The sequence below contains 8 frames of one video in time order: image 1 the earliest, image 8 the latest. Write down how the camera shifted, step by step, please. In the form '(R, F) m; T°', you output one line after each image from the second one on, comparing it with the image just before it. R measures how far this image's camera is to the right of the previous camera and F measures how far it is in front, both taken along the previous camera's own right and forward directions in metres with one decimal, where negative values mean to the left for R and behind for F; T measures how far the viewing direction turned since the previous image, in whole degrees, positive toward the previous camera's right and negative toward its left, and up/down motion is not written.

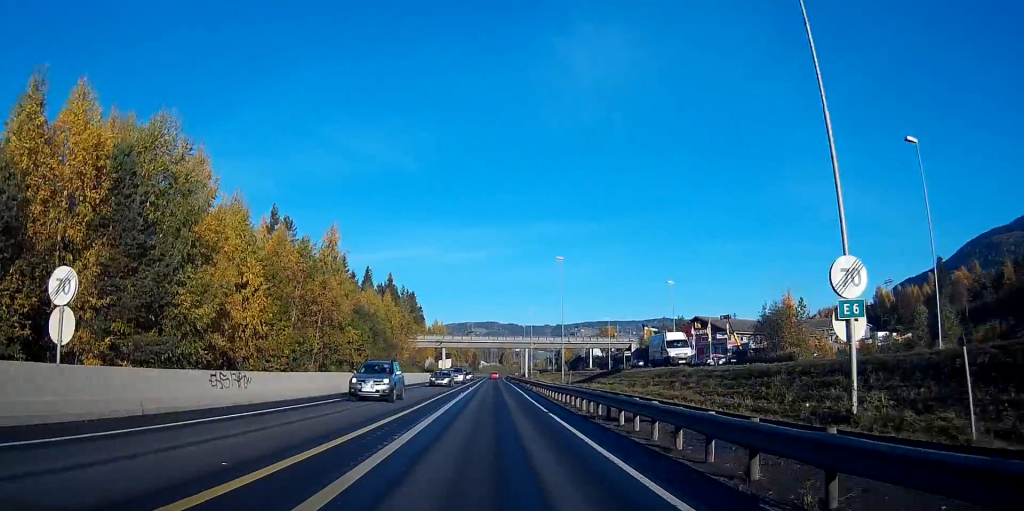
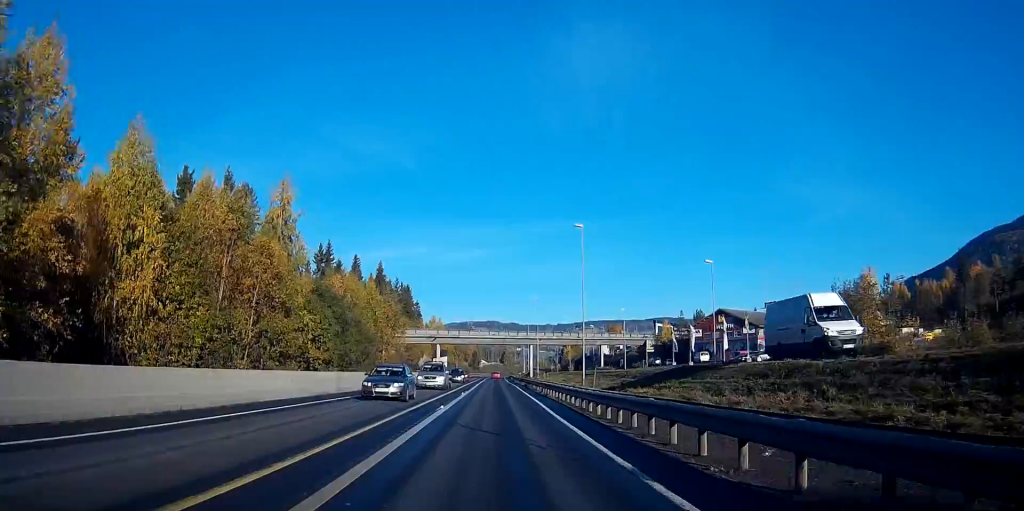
(+0.2, +15.9) m; +1°
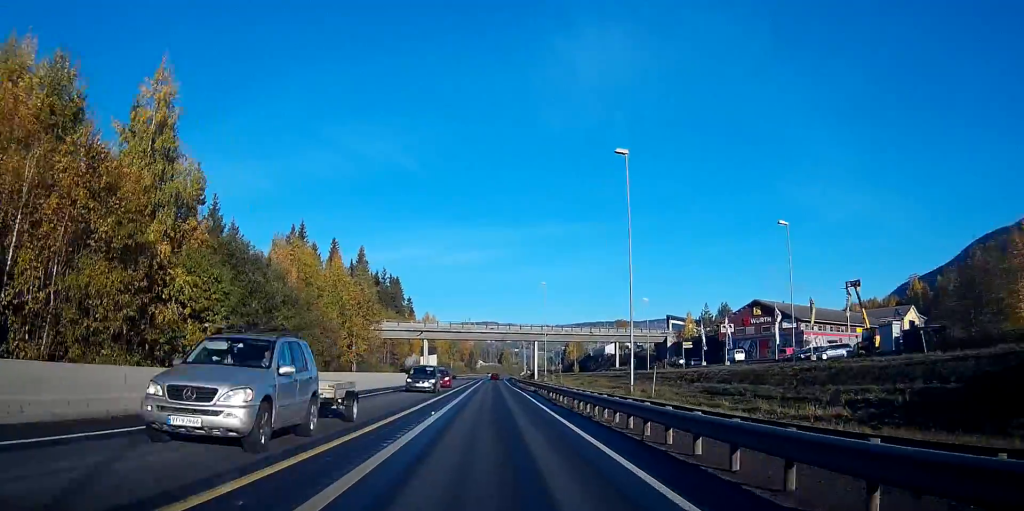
(+0.1, +20.2) m; 0°
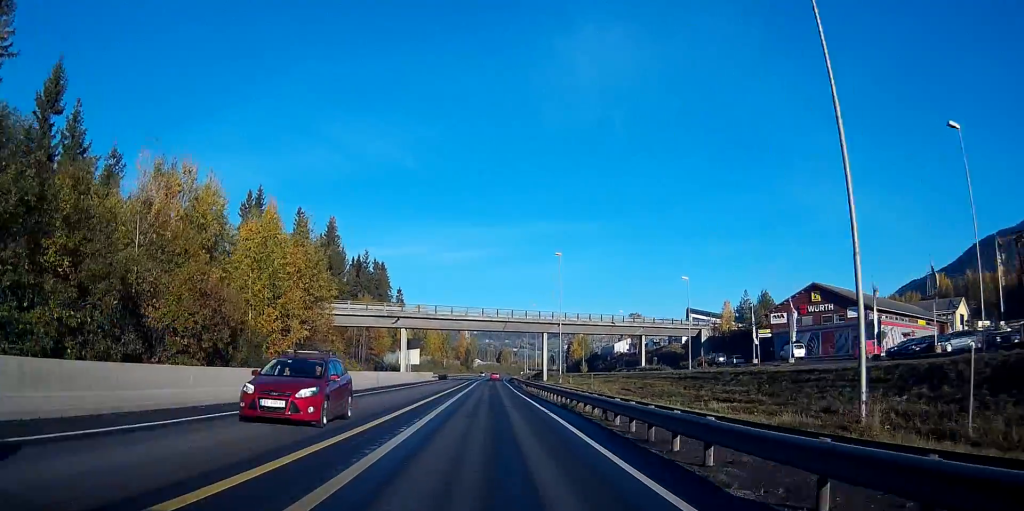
(-0.1, +23.7) m; 0°
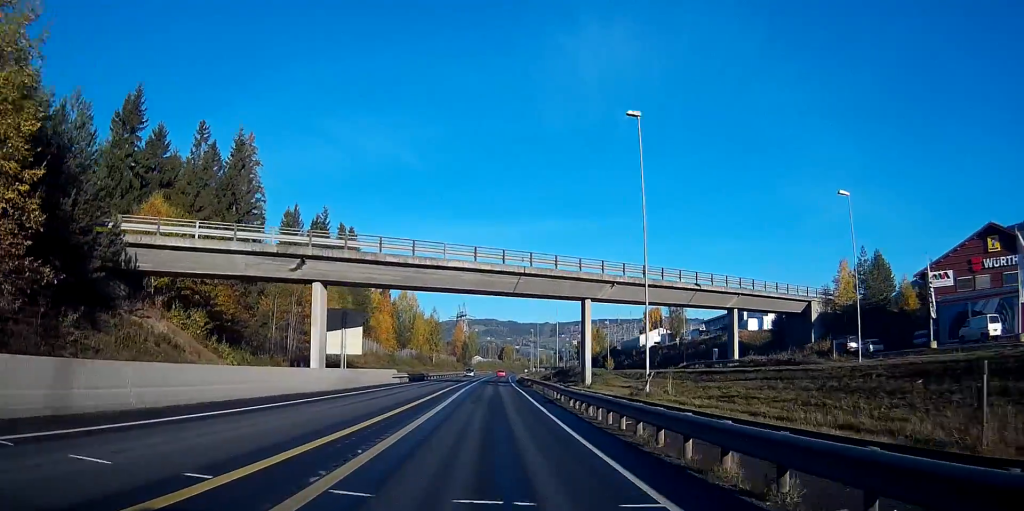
(+0.2, +39.9) m; 0°
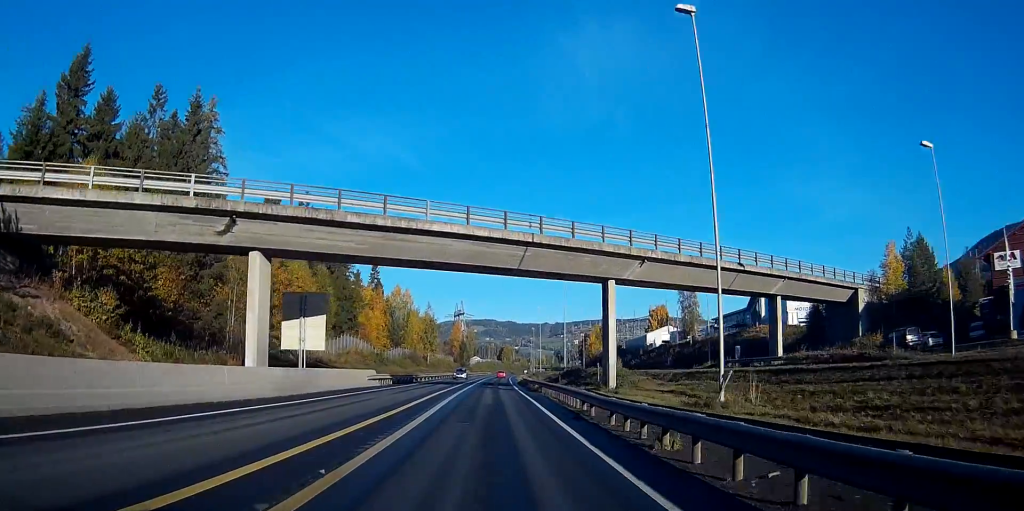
(0.0, +10.7) m; 0°
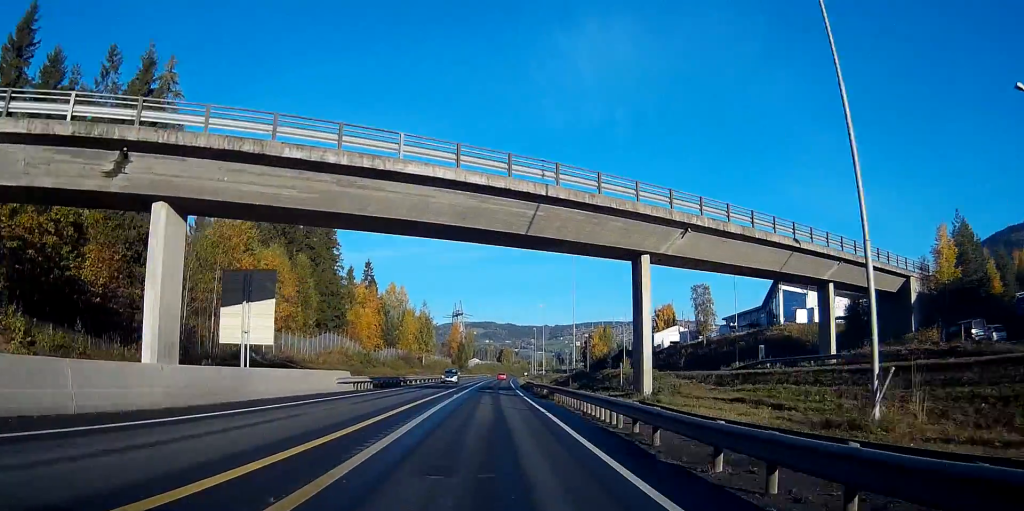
(-0.1, +9.2) m; 0°
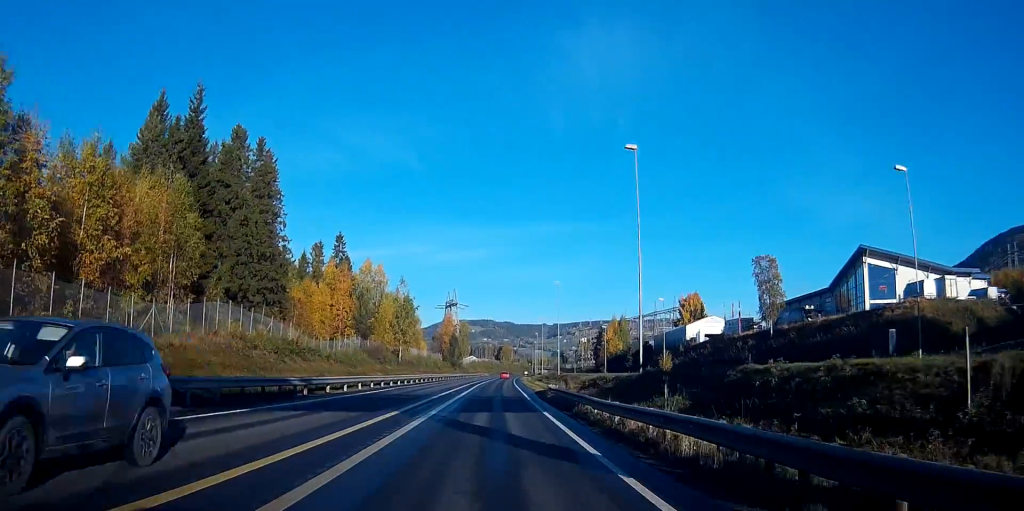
(0.0, +32.0) m; 0°
